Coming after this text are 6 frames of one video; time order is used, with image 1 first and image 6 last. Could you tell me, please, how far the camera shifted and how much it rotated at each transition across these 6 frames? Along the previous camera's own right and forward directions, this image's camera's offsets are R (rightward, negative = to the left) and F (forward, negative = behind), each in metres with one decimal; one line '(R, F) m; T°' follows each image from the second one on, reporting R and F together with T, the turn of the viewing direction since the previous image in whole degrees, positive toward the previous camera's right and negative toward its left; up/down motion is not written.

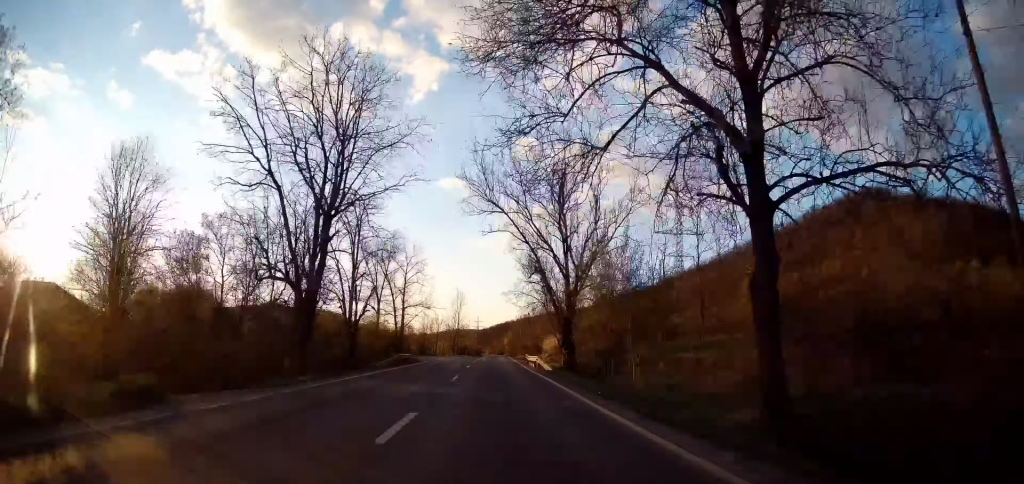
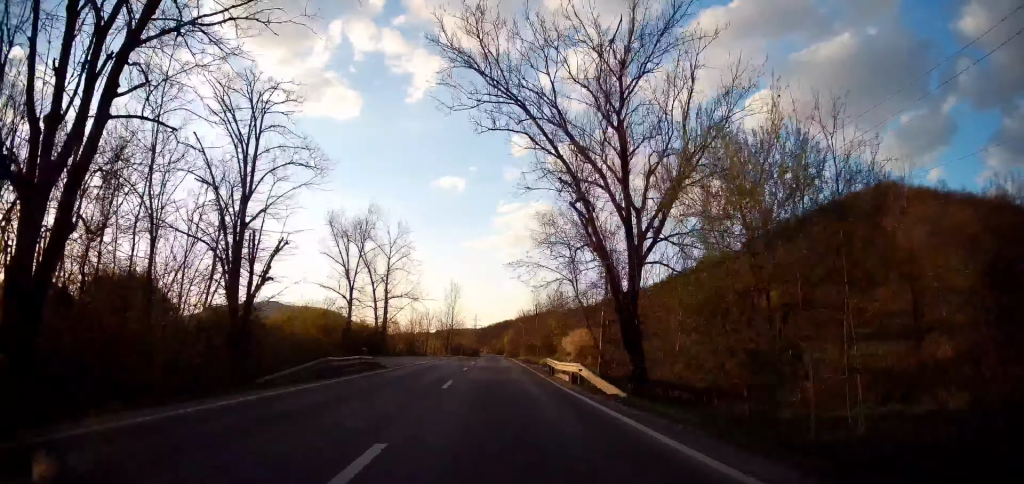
(+0.1, +15.0) m; 0°
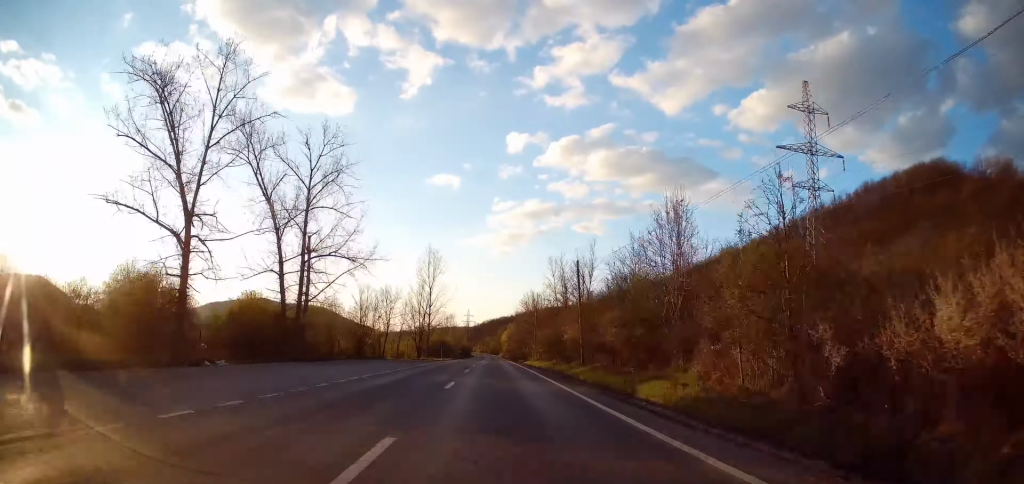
(+0.2, +35.2) m; +1°
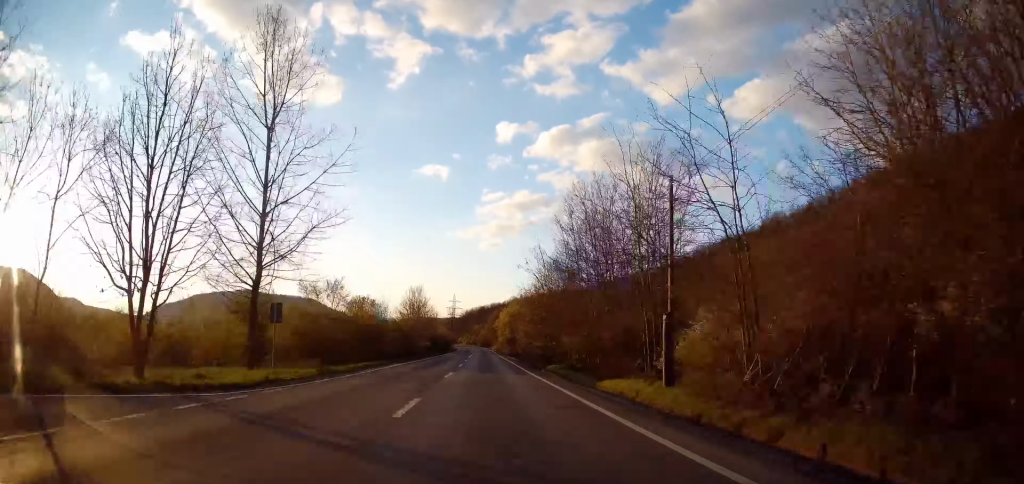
(+0.1, +55.0) m; +1°
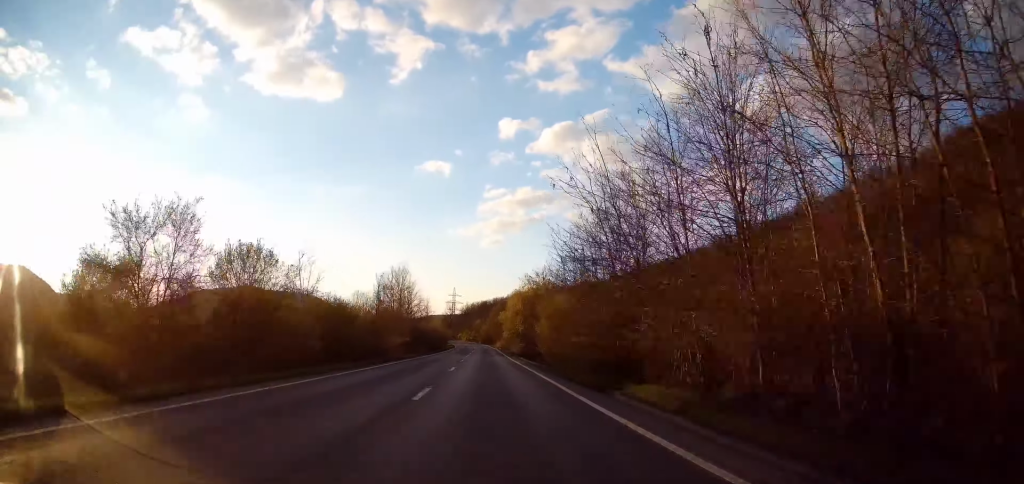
(+0.5, +21.2) m; +1°
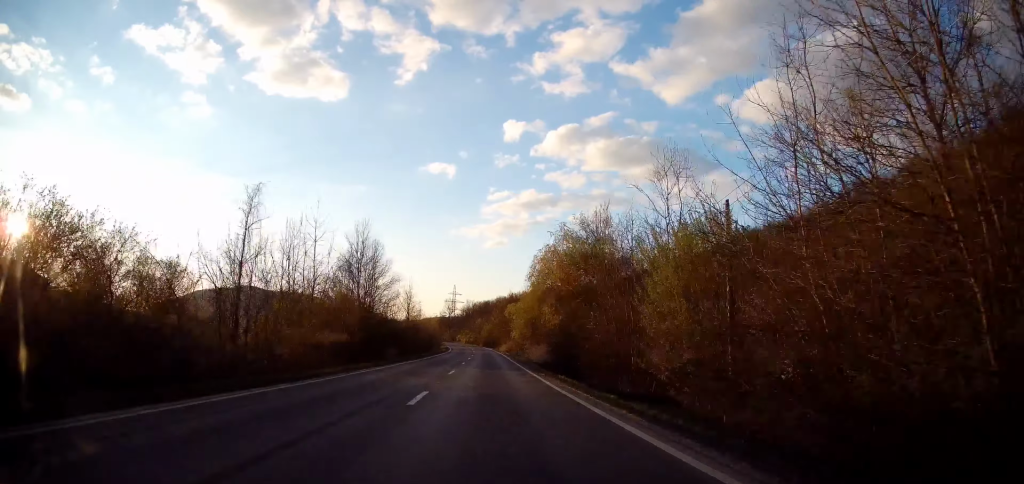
(-0.2, +24.6) m; -1°
